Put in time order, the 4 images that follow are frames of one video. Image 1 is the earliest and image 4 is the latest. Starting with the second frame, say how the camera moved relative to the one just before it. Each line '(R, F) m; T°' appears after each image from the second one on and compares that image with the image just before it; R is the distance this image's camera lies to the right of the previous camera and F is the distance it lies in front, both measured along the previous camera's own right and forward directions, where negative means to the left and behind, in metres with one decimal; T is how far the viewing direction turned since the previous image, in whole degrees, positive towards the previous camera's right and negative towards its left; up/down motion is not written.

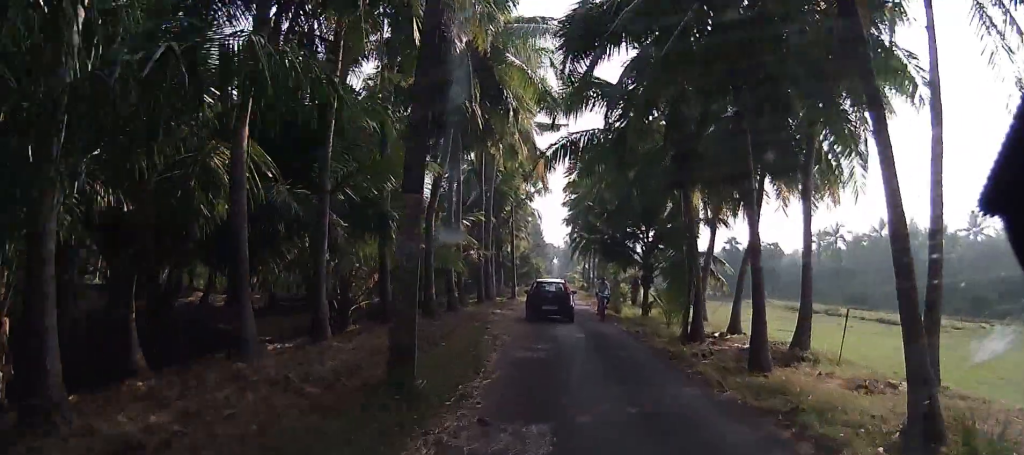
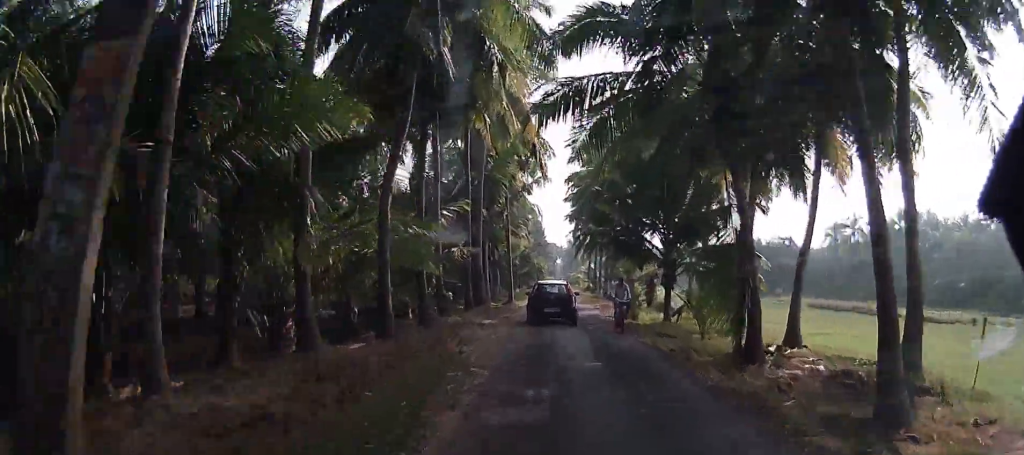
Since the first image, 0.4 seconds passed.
(+0.2, +5.7) m; 0°
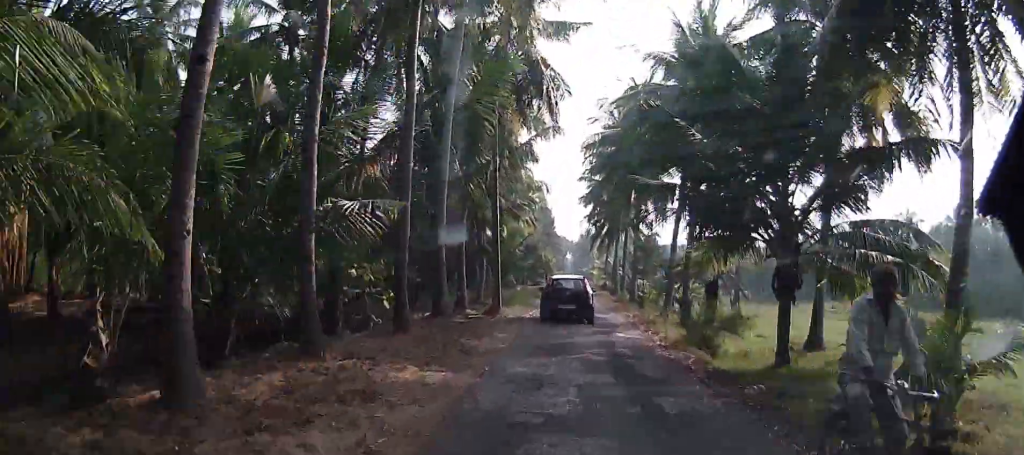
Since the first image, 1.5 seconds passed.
(+0.1, +13.5) m; +1°
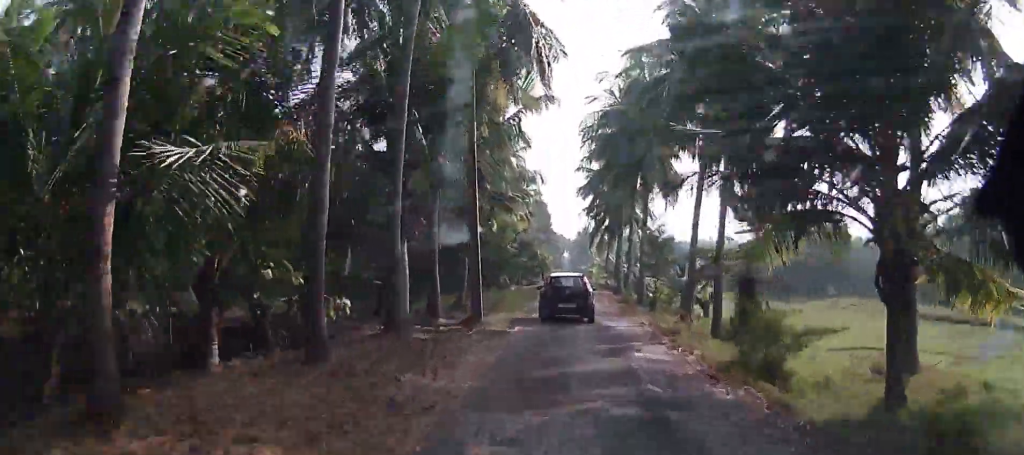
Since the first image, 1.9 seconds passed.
(-0.2, +5.1) m; 0°
